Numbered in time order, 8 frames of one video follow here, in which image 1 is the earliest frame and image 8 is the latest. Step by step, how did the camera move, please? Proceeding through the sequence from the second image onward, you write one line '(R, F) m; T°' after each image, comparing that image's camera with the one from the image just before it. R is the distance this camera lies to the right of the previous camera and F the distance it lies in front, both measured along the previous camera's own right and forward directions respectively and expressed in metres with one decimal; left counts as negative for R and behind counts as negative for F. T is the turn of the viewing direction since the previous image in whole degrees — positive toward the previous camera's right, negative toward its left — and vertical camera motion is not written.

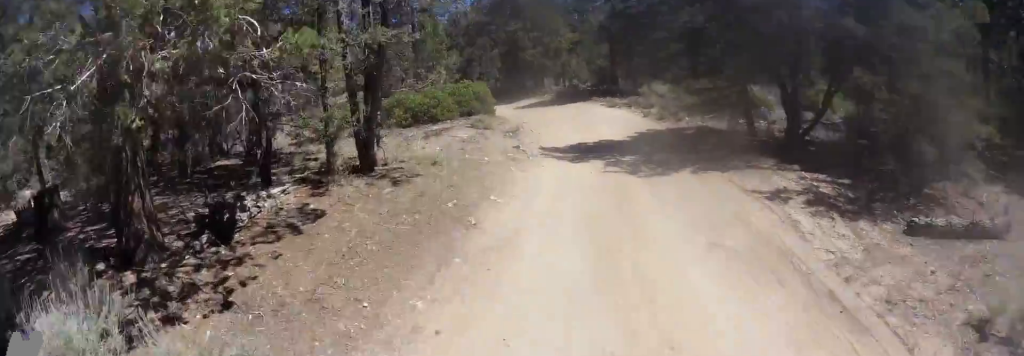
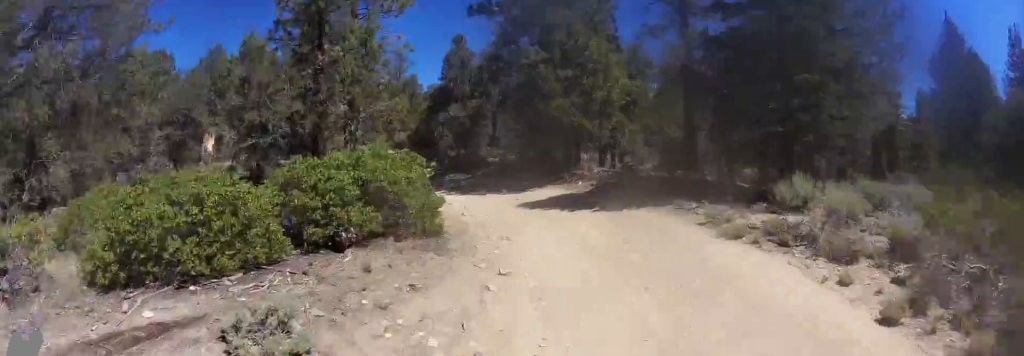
(+3.5, +13.7) m; +14°
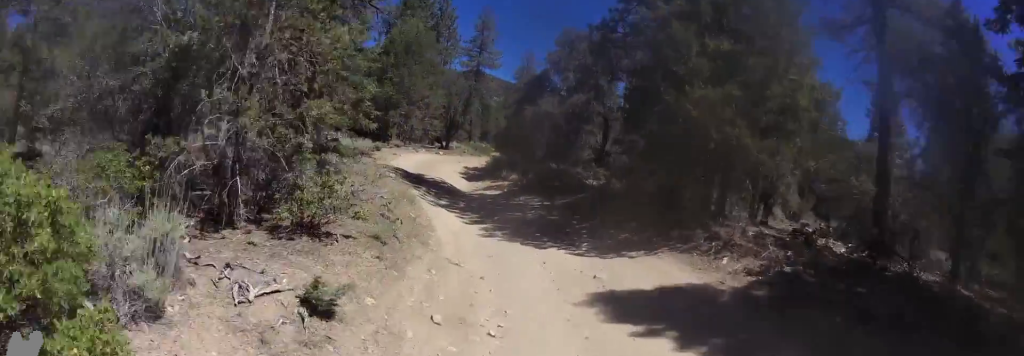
(-1.3, +8.5) m; -11°
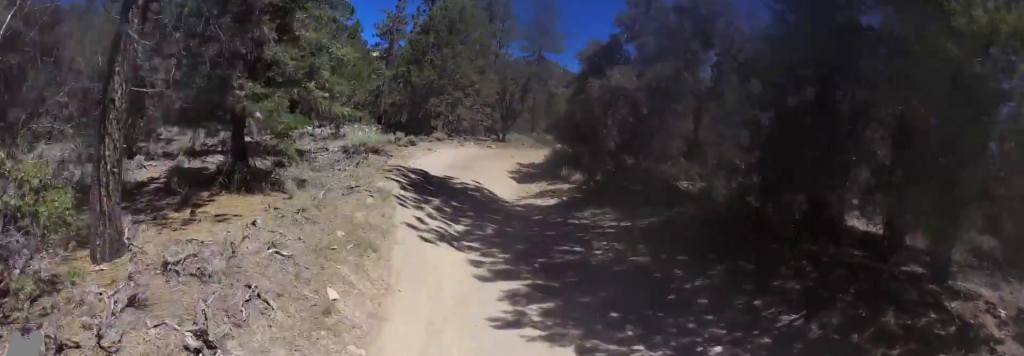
(+0.1, +5.9) m; -9°
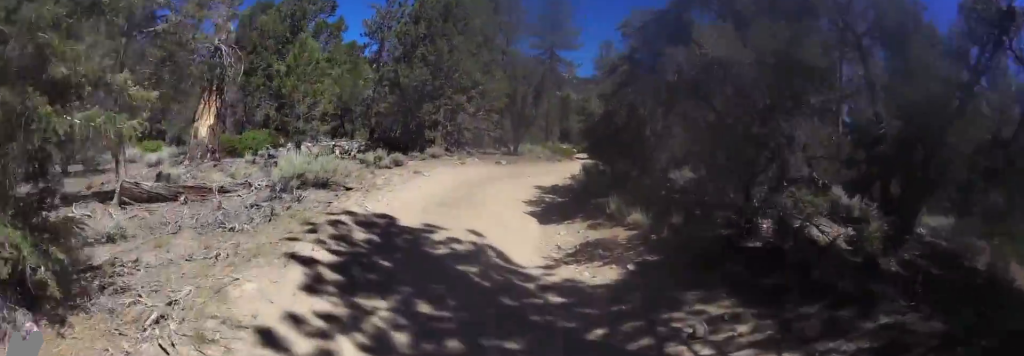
(-0.9, +6.1) m; -11°
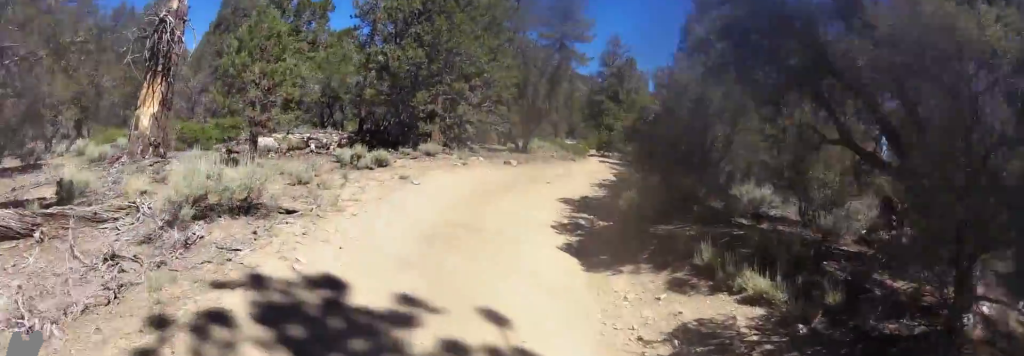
(-0.4, +4.7) m; -5°
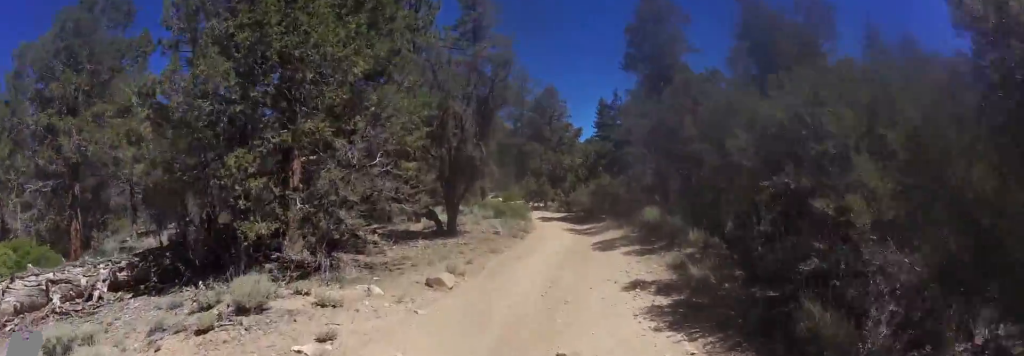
(+0.3, +12.1) m; +5°
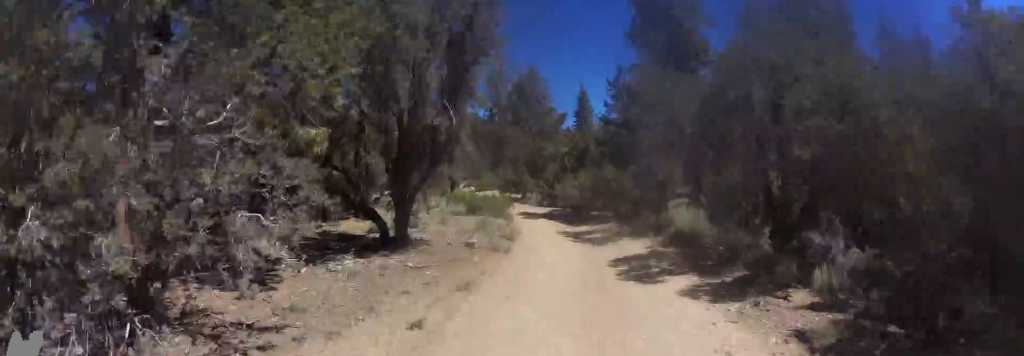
(+0.2, +6.4) m; +3°
